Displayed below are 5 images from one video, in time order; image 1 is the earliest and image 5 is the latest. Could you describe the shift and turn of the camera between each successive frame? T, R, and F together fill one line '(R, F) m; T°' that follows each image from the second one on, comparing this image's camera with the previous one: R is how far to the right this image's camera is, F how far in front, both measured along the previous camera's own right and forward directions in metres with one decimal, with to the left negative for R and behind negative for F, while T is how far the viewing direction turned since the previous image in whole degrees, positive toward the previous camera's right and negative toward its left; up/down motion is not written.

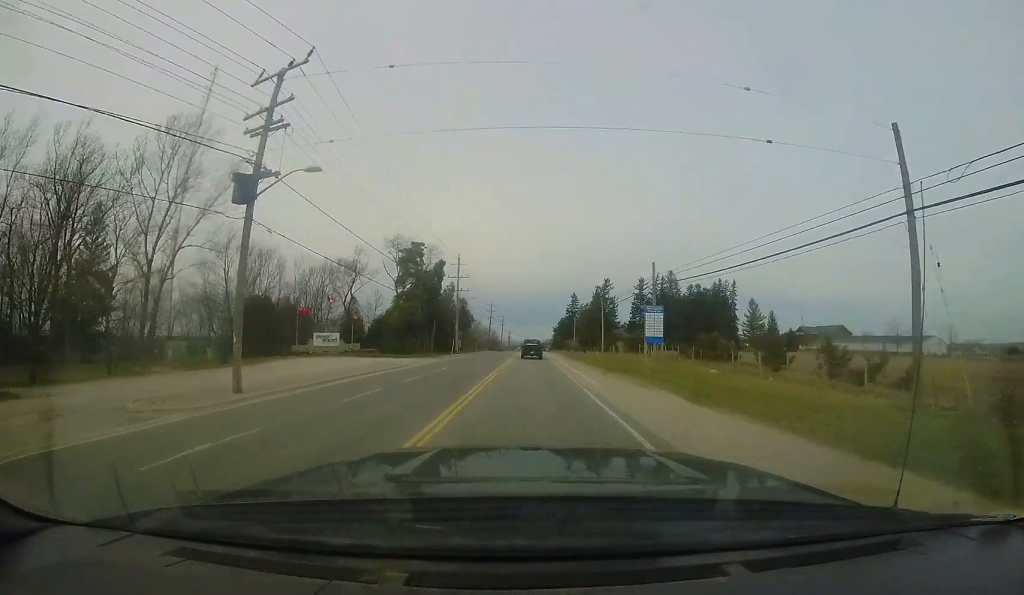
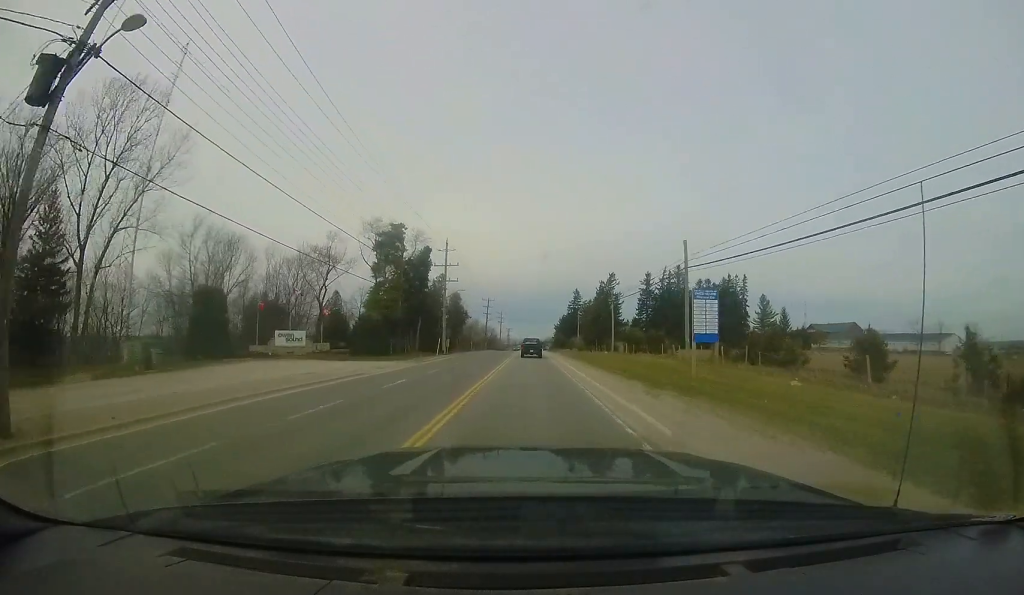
(0.0, +7.6) m; 0°
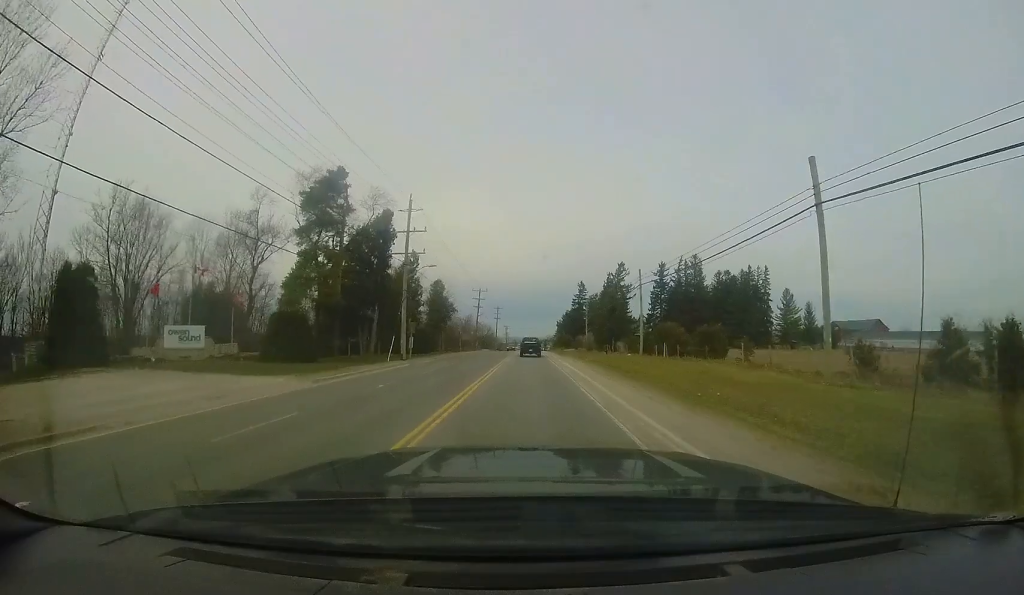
(-0.1, +14.2) m; 0°
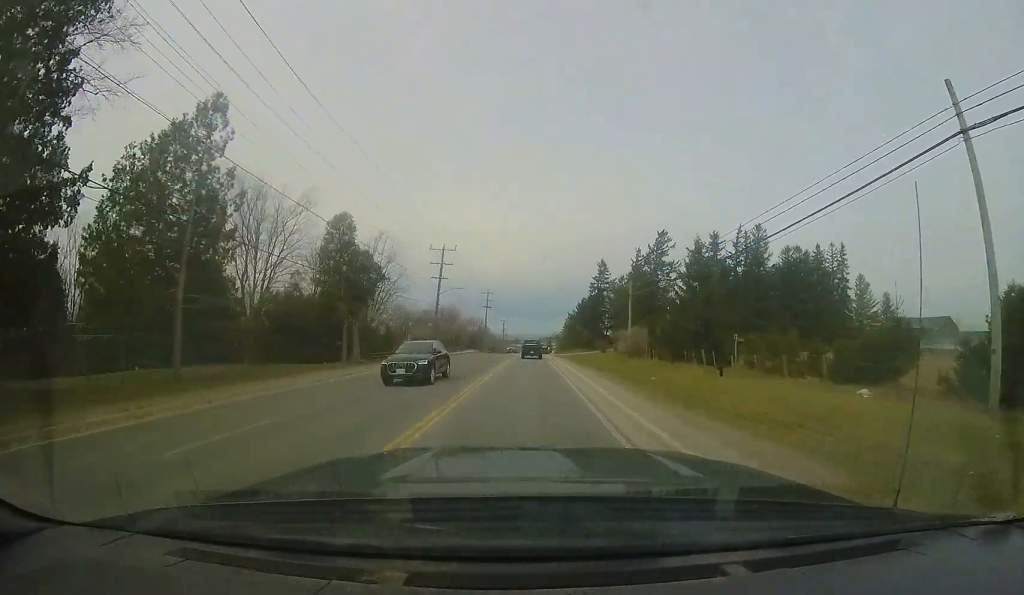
(+0.1, +33.5) m; 0°
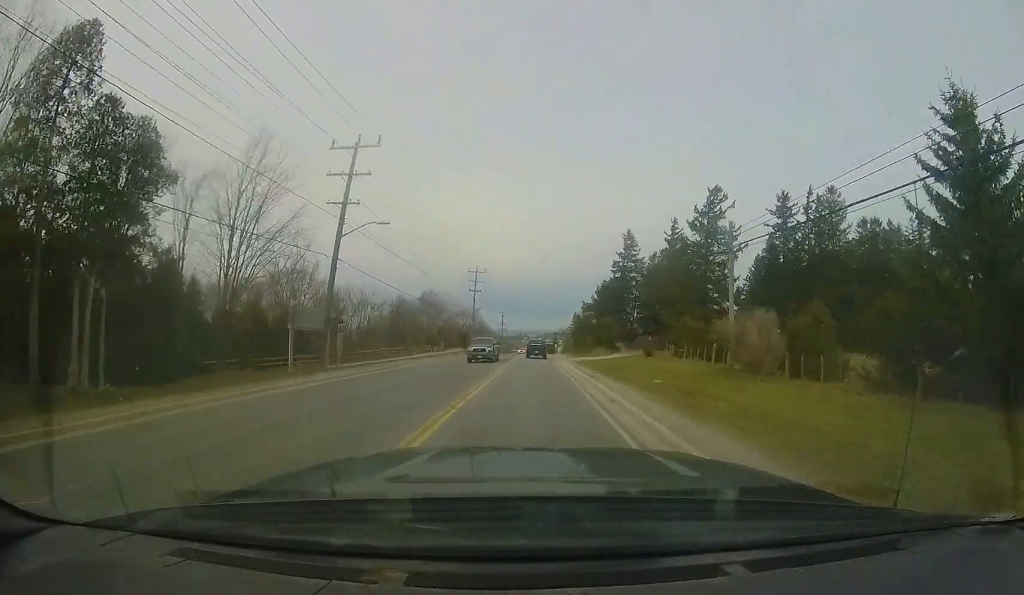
(-0.5, +22.2) m; -3°
